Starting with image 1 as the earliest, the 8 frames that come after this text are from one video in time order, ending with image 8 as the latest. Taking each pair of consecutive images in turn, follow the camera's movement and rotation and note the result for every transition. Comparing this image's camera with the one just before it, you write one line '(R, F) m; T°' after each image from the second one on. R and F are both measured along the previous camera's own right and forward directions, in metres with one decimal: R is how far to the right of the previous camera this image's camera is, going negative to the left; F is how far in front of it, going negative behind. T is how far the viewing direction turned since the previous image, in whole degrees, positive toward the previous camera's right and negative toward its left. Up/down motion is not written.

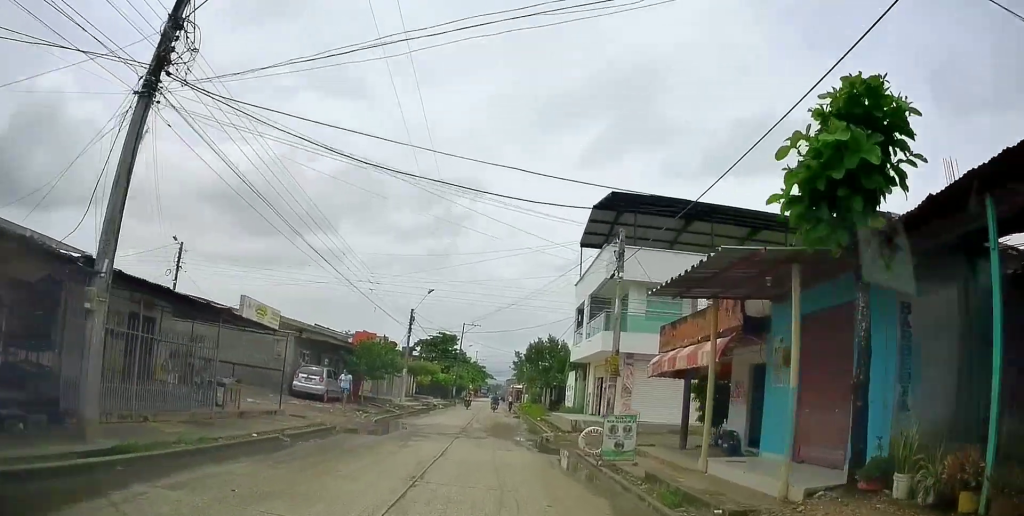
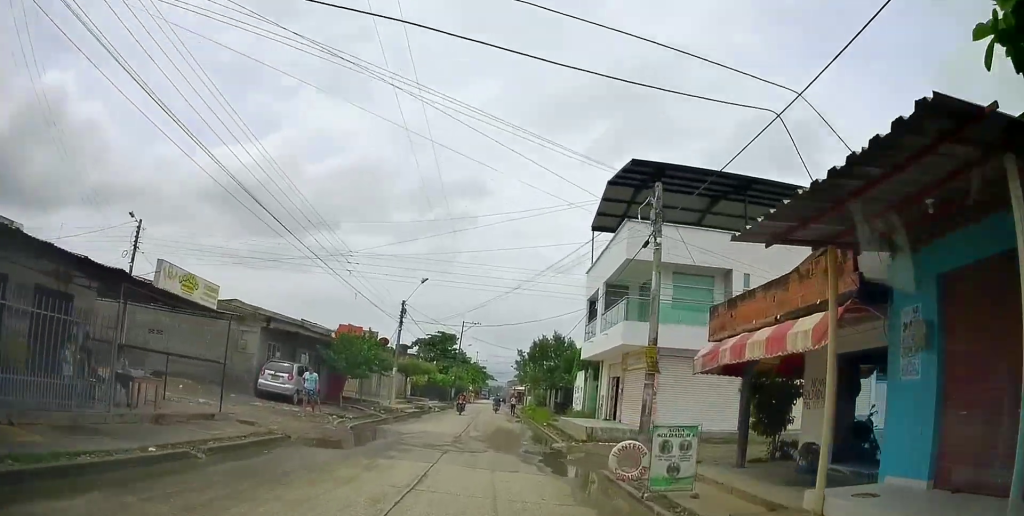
(+0.2, +4.1) m; +2°
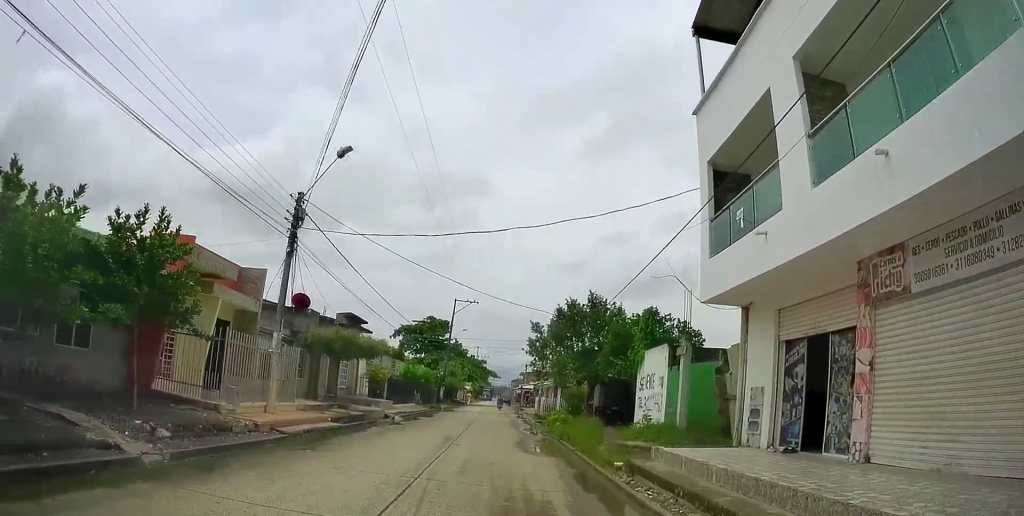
(-0.2, +18.2) m; +1°
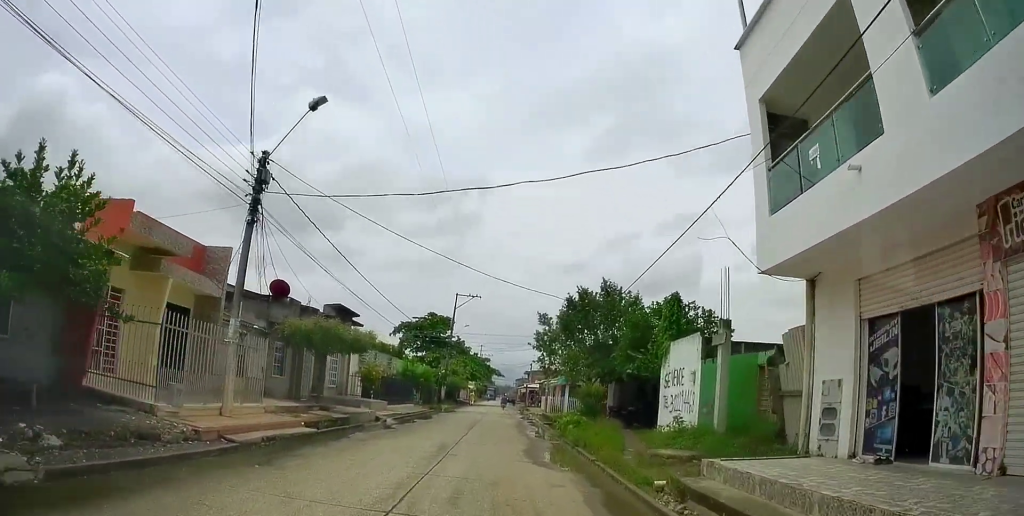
(+0.3, +2.8) m; 0°
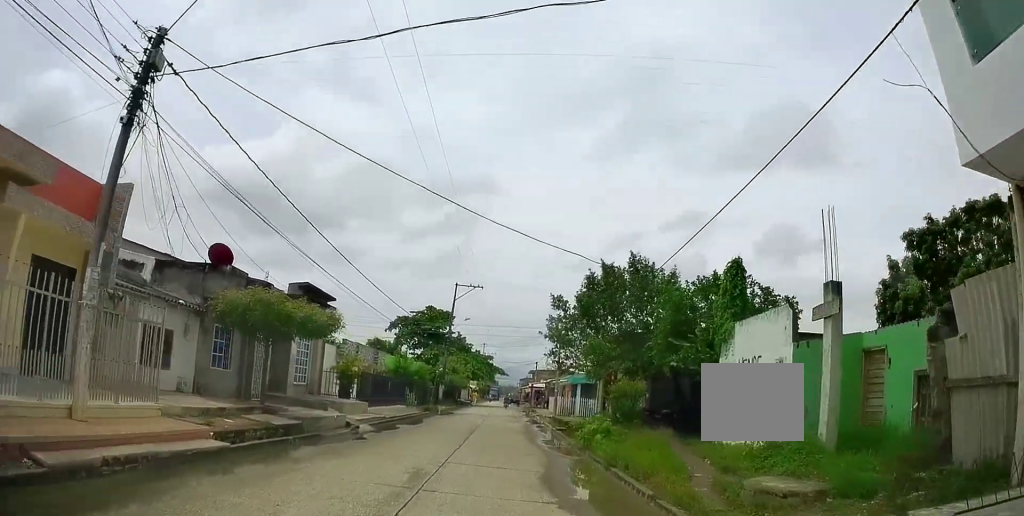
(-0.1, +5.0) m; 0°
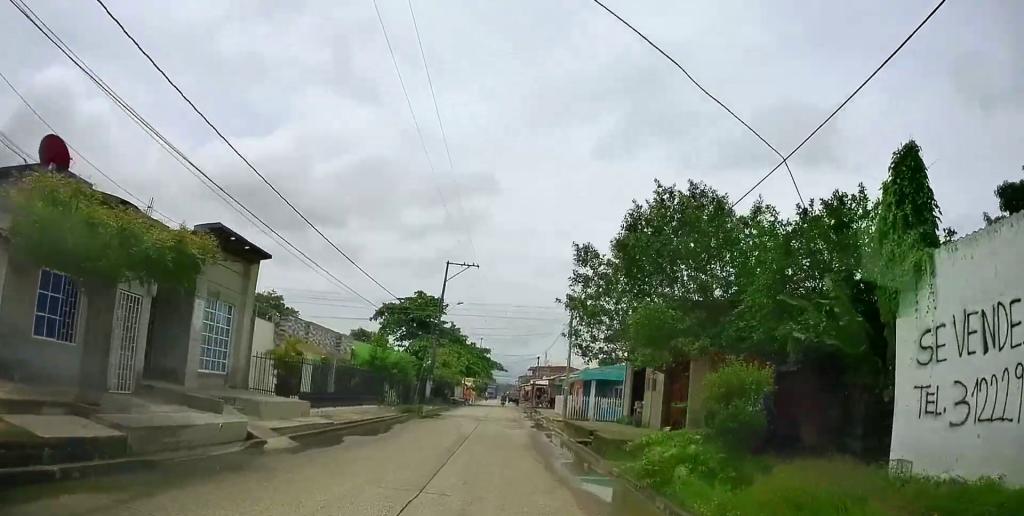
(-0.1, +7.1) m; +1°
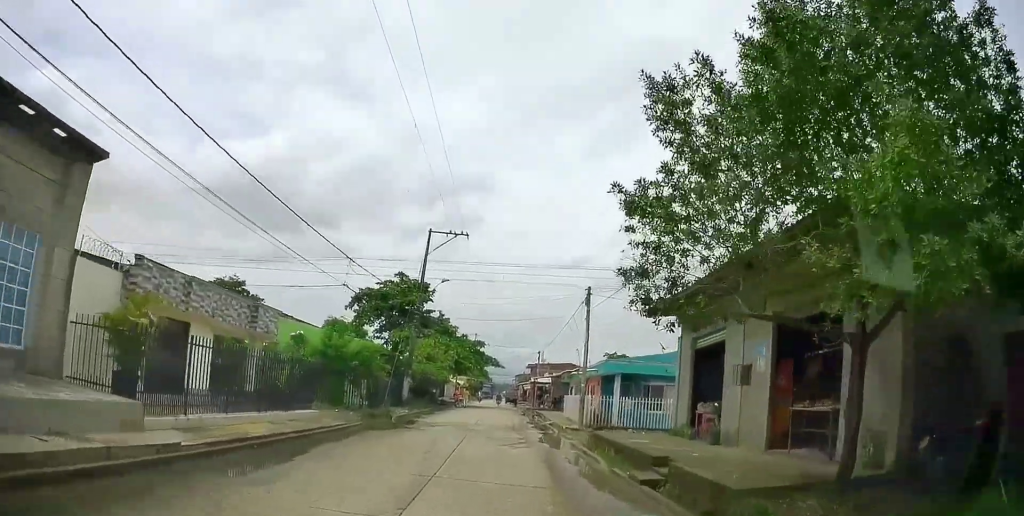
(+0.2, +8.2) m; 0°
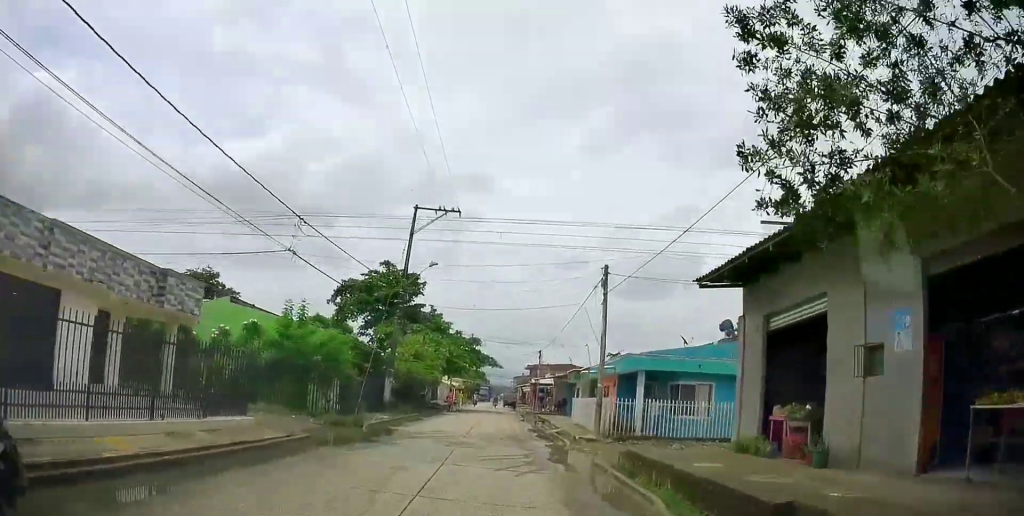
(-0.1, +4.7) m; -1°
